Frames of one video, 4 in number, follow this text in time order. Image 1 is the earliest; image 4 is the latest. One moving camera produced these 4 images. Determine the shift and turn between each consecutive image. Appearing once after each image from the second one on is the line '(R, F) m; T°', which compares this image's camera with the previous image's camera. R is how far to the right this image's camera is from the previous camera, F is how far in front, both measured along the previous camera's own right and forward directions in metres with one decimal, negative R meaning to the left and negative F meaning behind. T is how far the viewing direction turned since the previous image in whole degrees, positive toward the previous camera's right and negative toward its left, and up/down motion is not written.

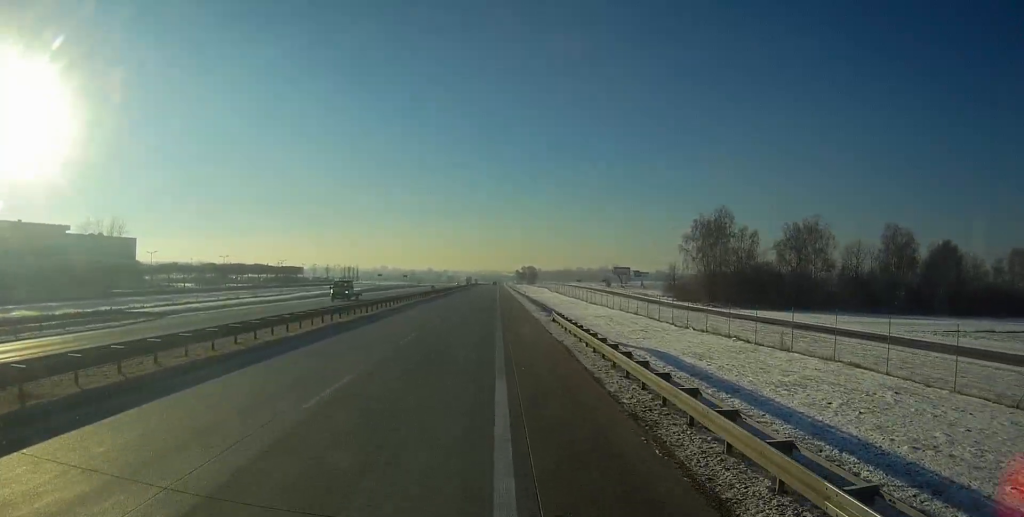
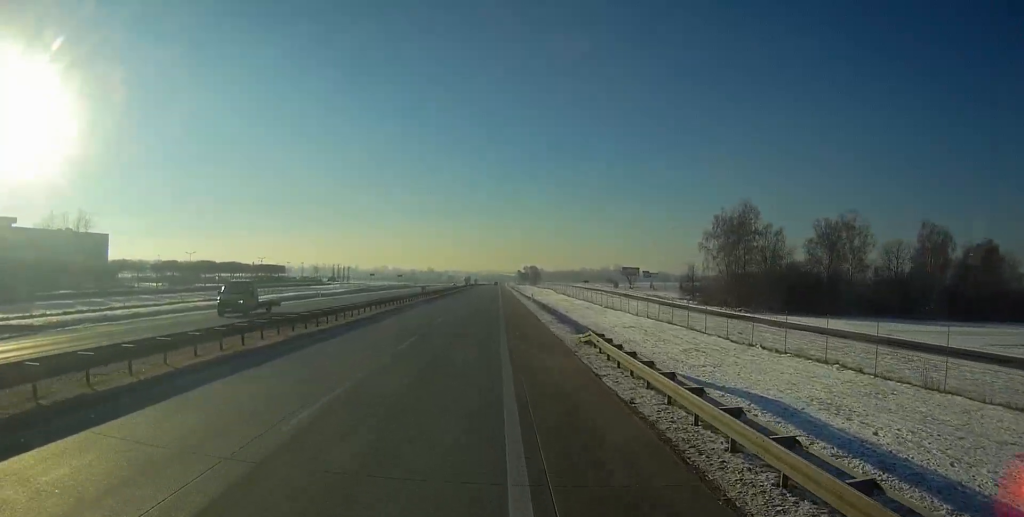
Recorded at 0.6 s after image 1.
(-0.1, +13.7) m; 0°
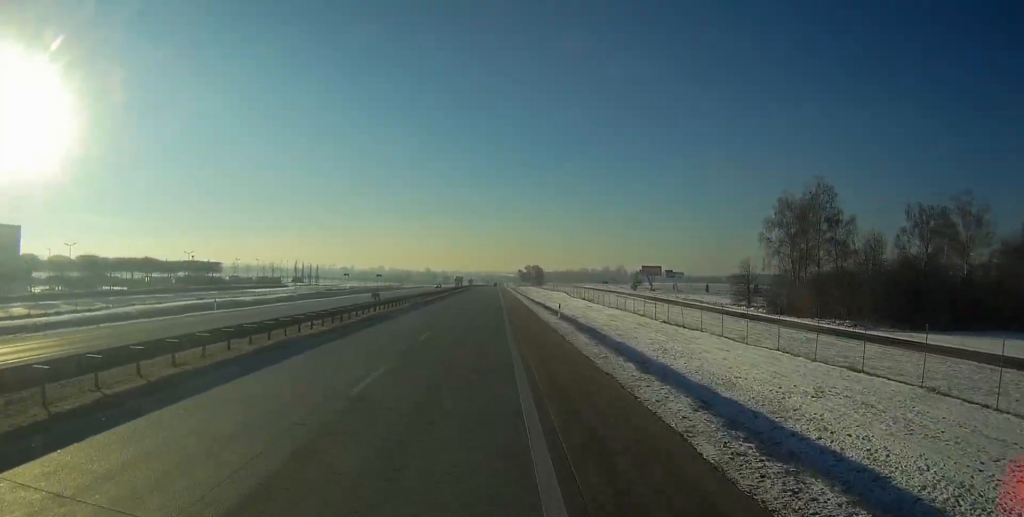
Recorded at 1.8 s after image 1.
(0.0, +31.8) m; 0°
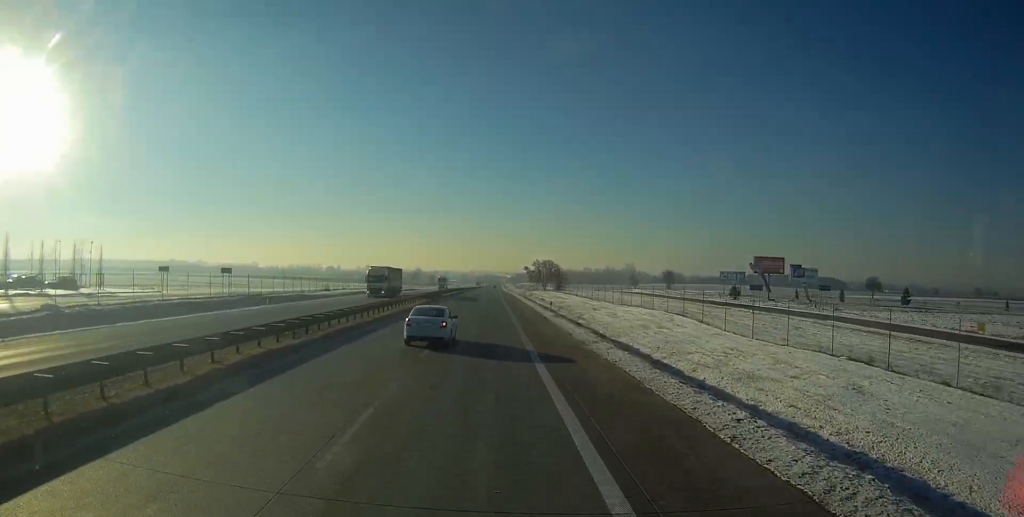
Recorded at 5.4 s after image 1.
(-0.3, +87.7) m; 0°
